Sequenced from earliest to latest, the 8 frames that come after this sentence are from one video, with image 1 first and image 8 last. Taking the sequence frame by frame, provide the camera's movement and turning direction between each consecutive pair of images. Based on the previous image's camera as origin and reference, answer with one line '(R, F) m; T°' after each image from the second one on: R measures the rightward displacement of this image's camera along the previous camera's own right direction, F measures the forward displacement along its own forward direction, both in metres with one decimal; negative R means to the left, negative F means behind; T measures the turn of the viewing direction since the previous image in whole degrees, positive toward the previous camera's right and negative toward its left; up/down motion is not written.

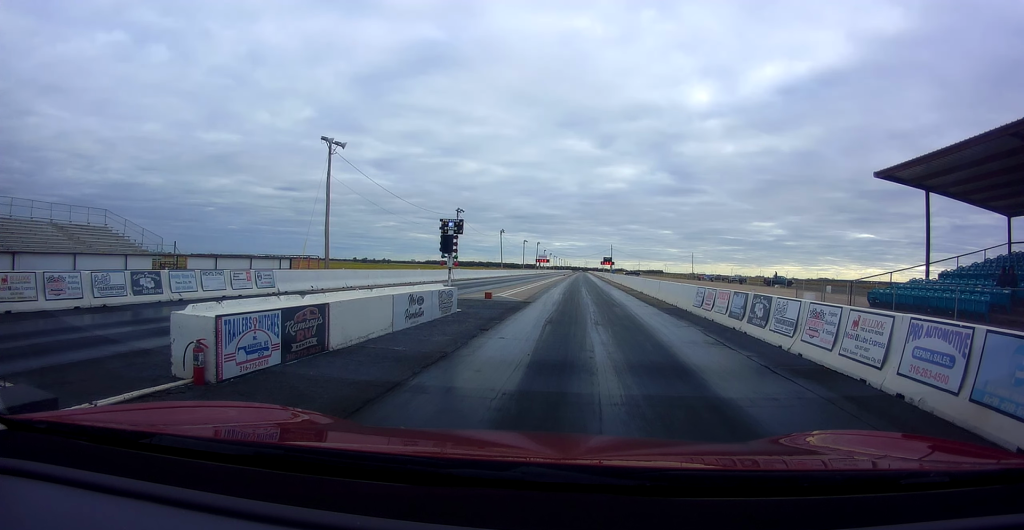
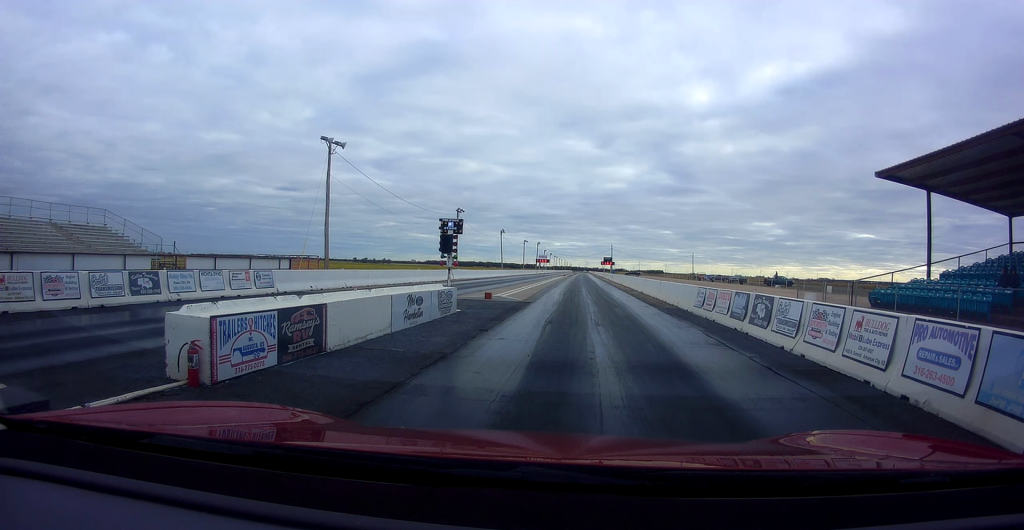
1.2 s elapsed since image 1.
(0.0, +0.5) m; 0°
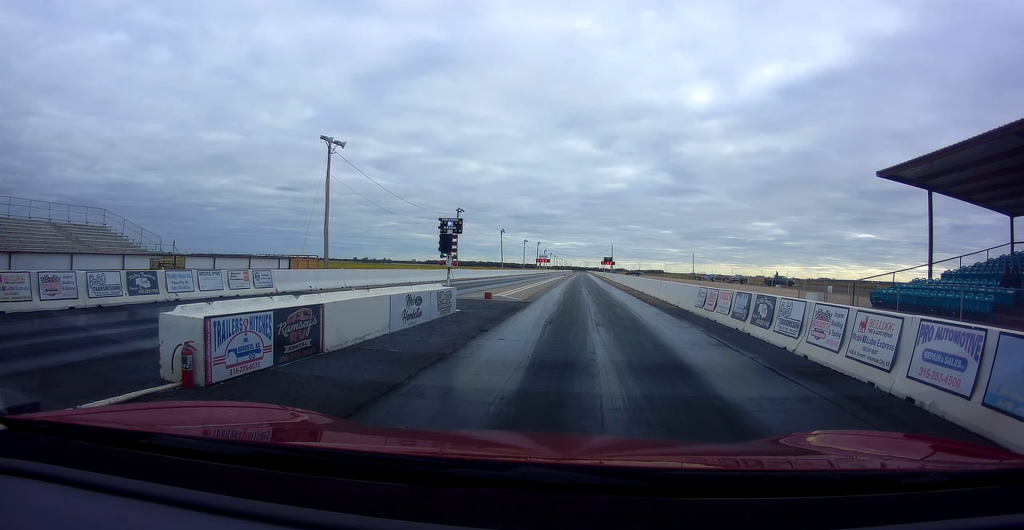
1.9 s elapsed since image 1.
(0.0, +0.3) m; 0°
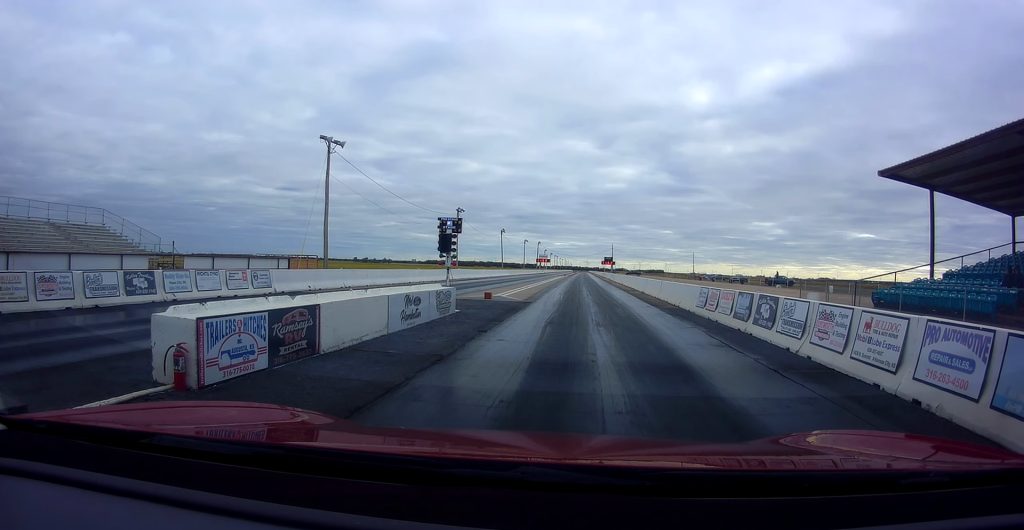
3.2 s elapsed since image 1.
(0.0, +0.6) m; 0°
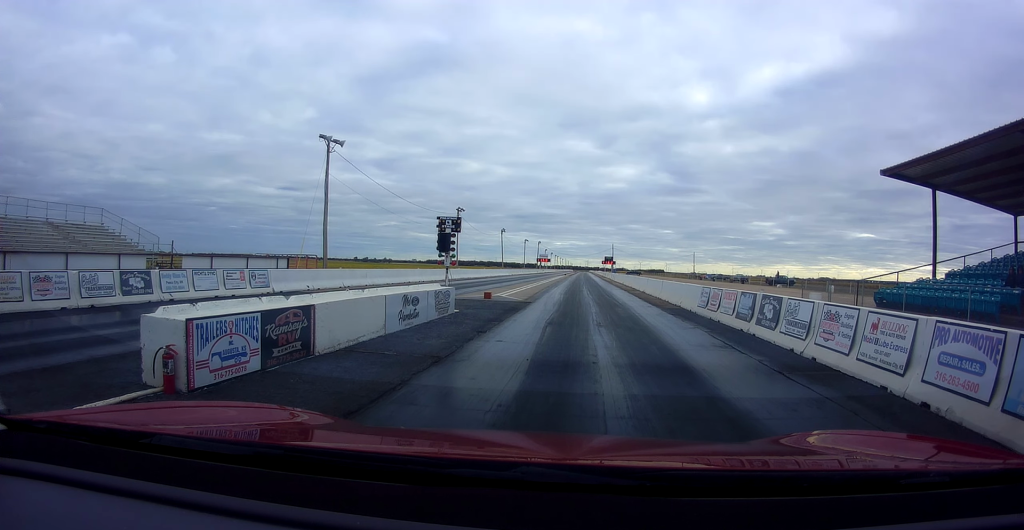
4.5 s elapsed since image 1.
(0.0, +0.6) m; 0°
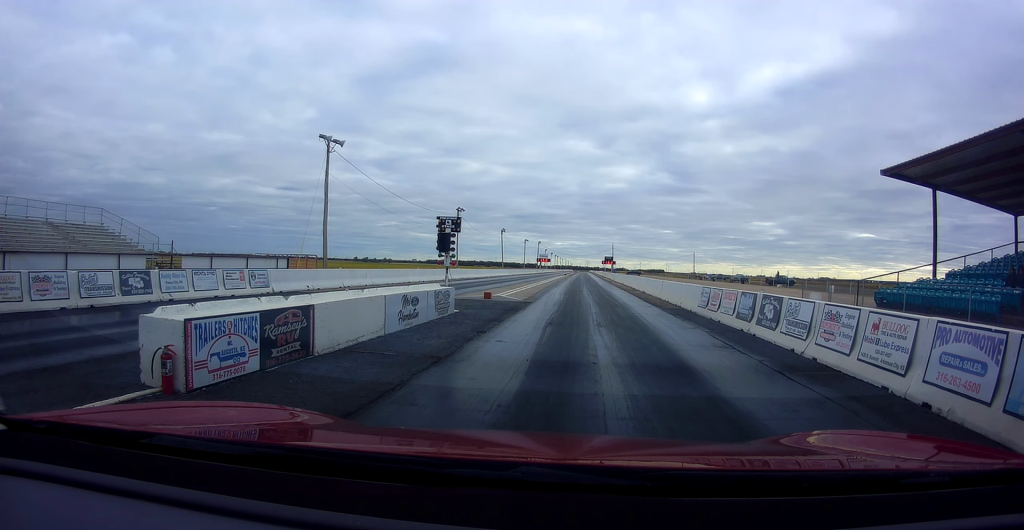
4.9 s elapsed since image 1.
(0.0, +0.2) m; 0°
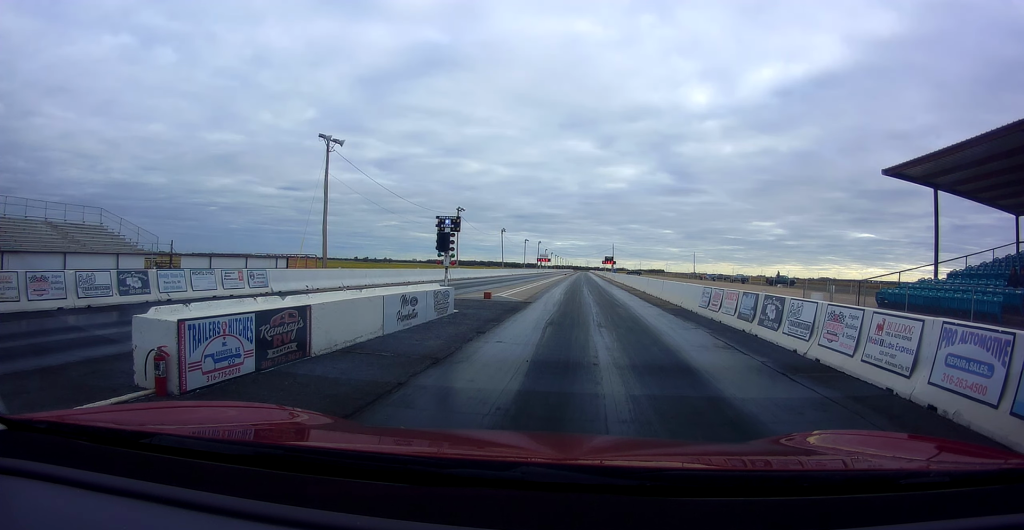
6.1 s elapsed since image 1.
(0.0, +0.6) m; 0°
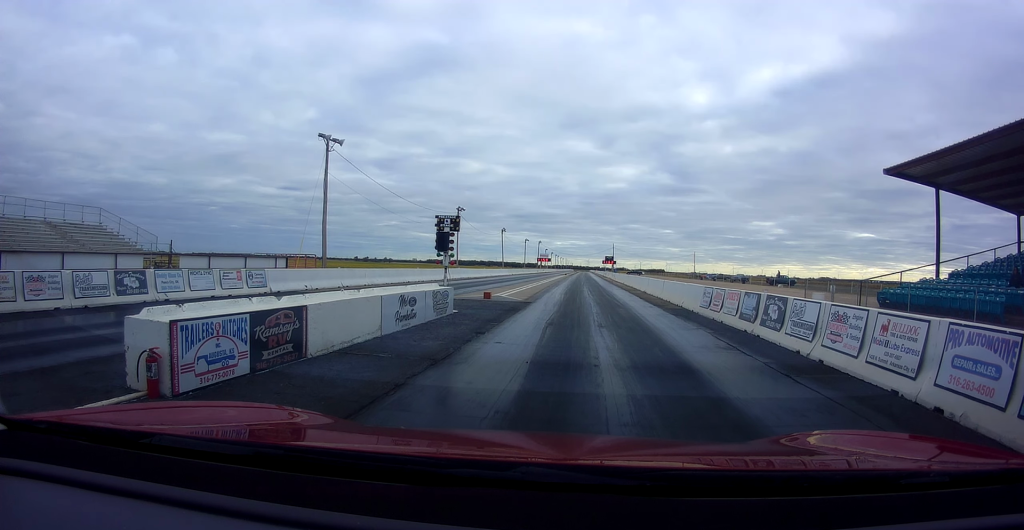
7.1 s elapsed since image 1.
(0.0, +0.5) m; 0°
